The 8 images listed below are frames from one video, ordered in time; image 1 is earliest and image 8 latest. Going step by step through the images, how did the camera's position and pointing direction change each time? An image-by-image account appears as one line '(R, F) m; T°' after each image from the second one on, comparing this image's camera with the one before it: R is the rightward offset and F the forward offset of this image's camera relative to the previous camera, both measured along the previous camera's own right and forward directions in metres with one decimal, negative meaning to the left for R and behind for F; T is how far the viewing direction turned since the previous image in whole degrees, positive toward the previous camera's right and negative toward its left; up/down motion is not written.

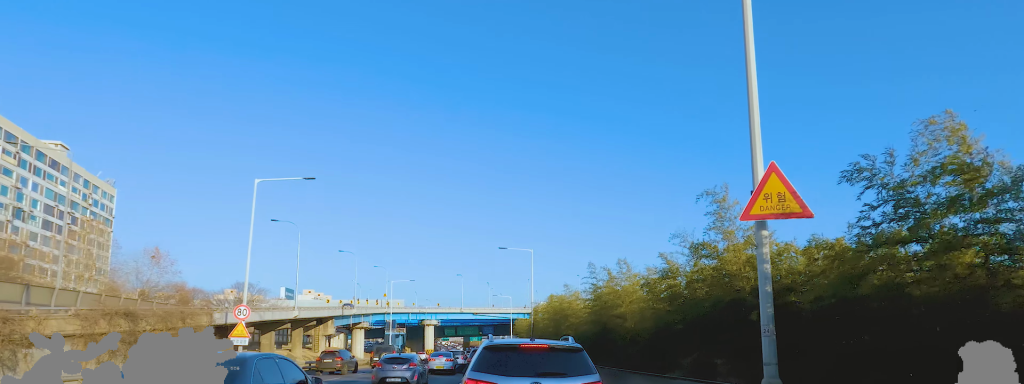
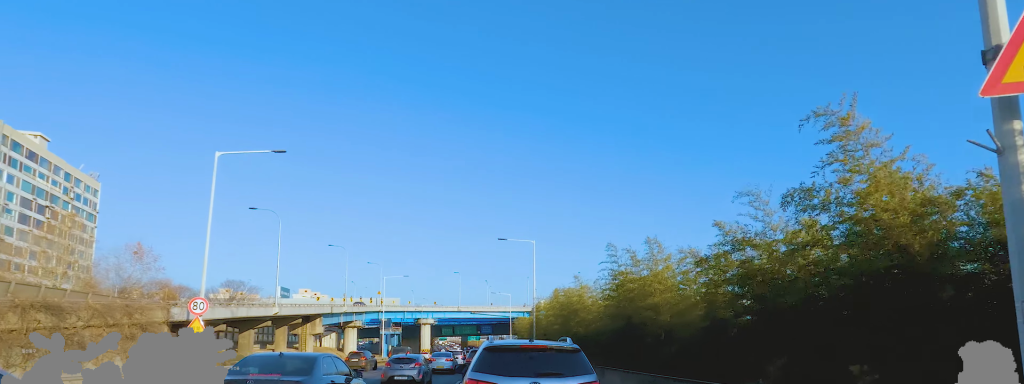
(0.0, +5.1) m; 0°
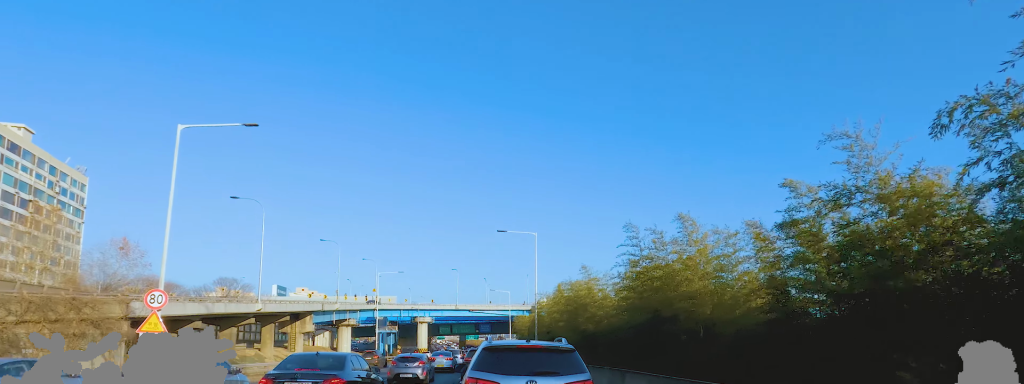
(0.0, +3.7) m; 0°
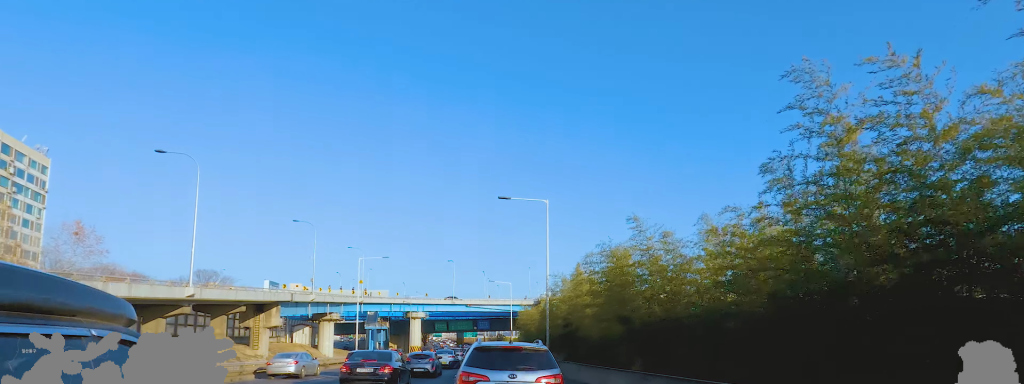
(0.0, +11.0) m; 0°
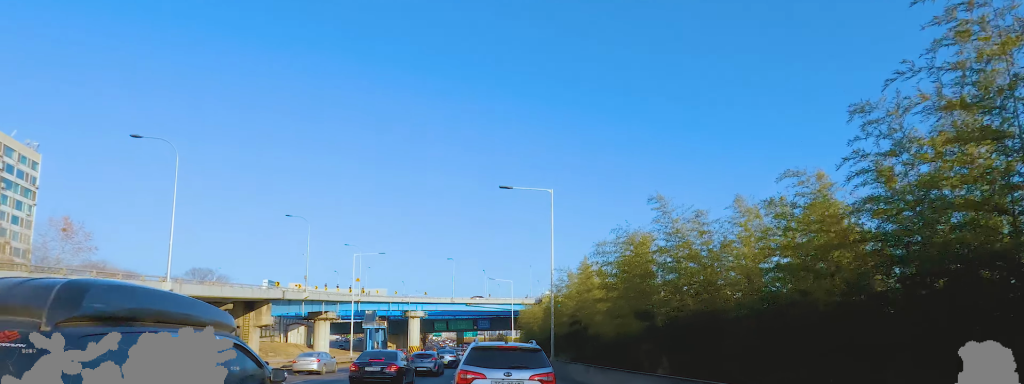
(0.0, +2.5) m; 0°
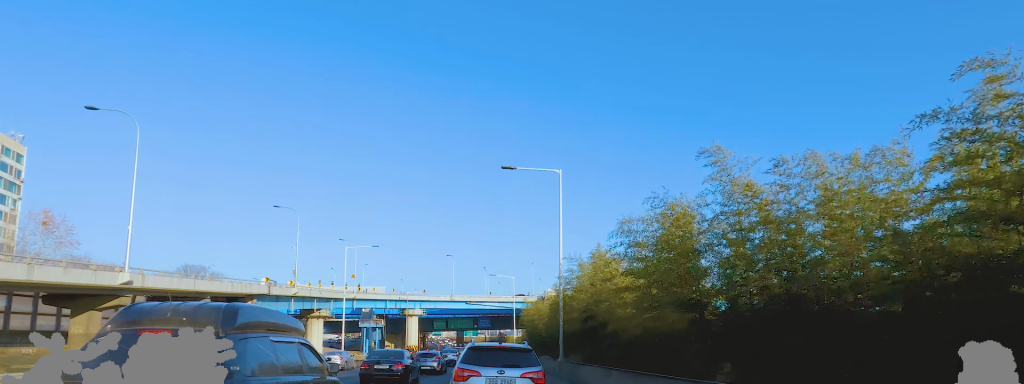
(0.0, +3.6) m; 0°
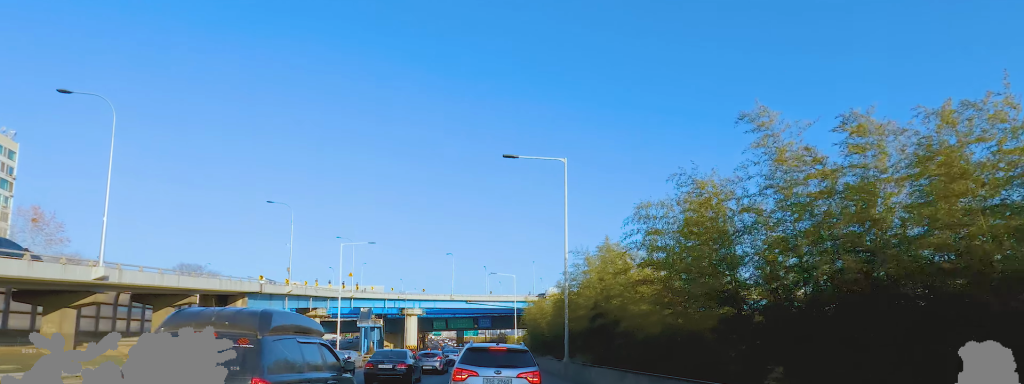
(0.0, +2.0) m; 0°
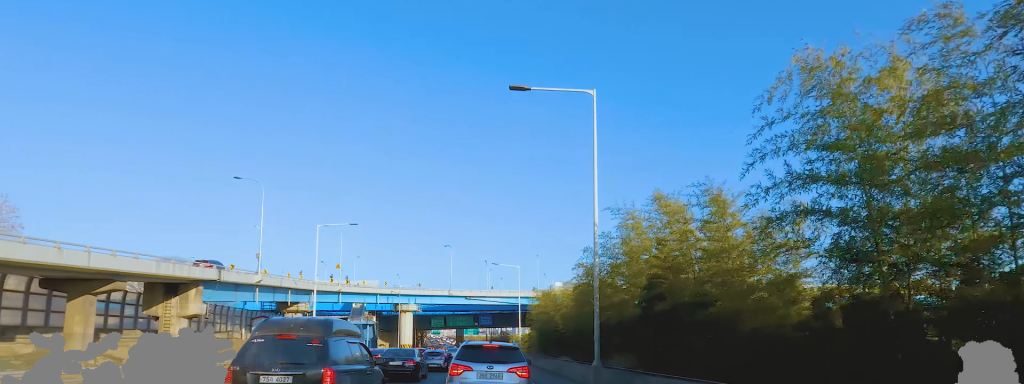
(0.0, +8.3) m; 0°
